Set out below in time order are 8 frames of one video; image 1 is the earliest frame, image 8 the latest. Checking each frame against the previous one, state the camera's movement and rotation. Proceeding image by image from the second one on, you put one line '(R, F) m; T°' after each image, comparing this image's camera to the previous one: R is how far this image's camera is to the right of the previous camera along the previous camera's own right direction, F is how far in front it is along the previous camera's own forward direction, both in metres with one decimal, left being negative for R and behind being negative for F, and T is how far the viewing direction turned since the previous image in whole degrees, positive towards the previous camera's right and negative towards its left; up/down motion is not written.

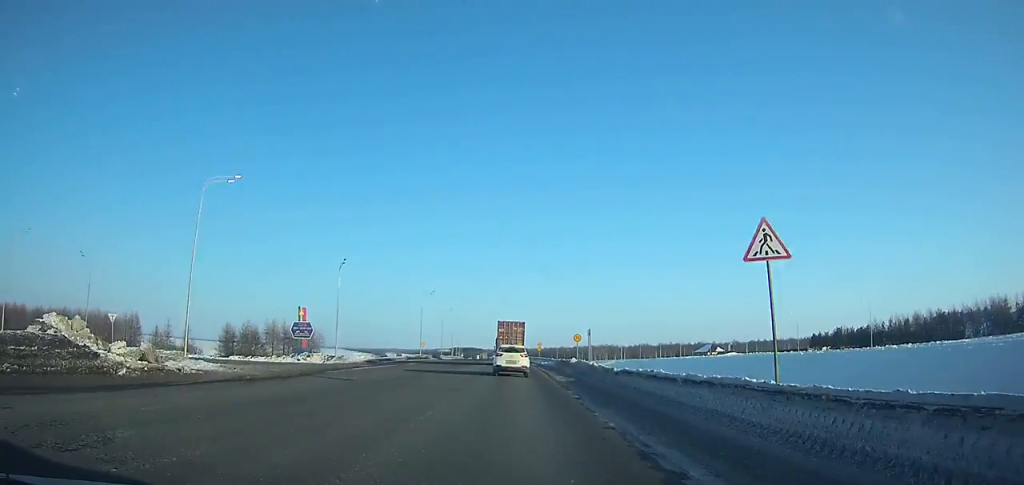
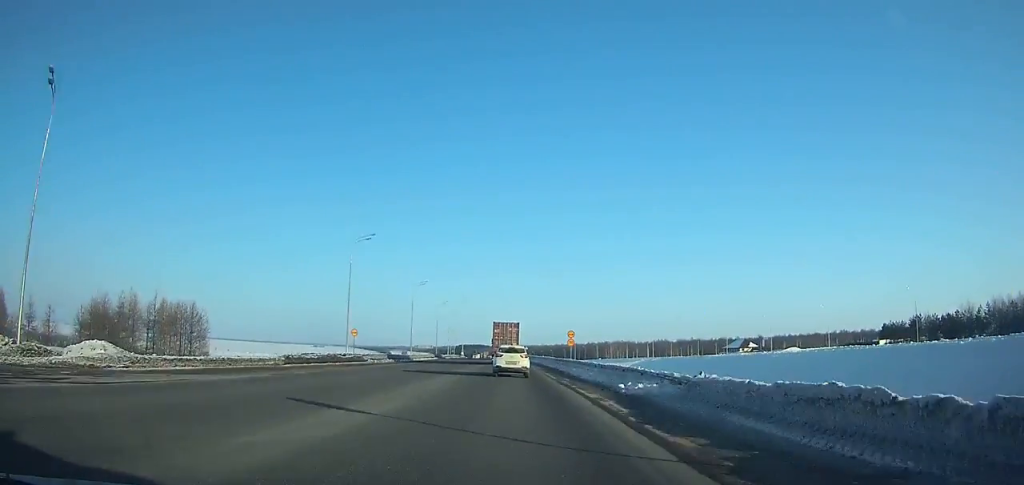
(-0.4, +50.0) m; -1°
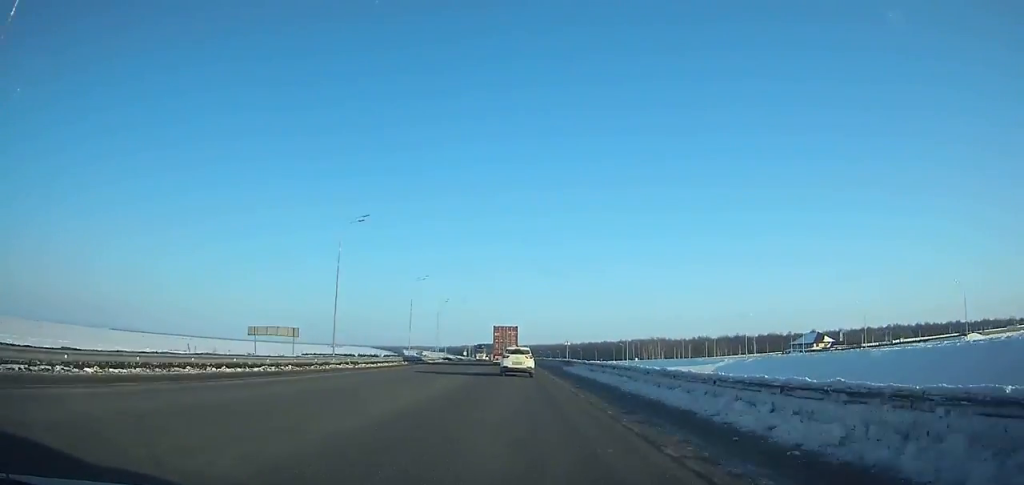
(-1.5, +81.2) m; -2°
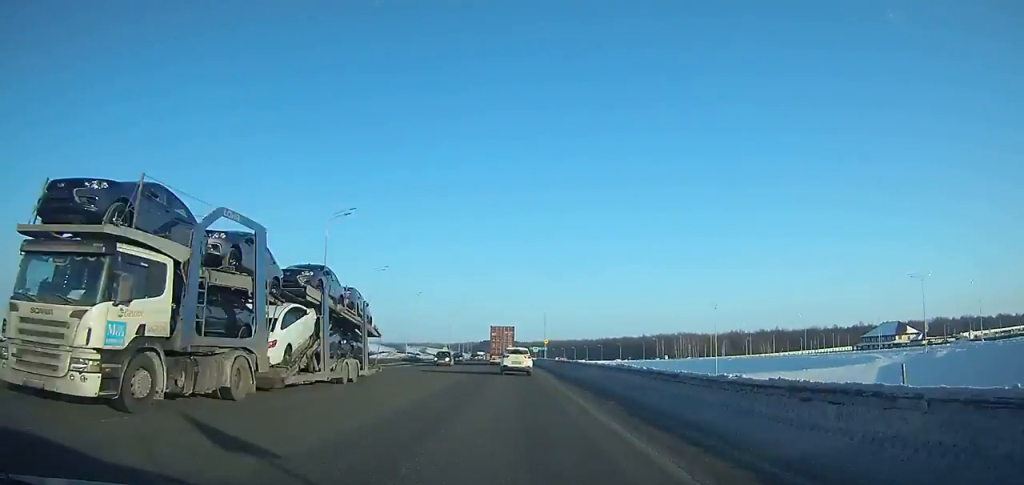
(-0.6, +72.6) m; -1°
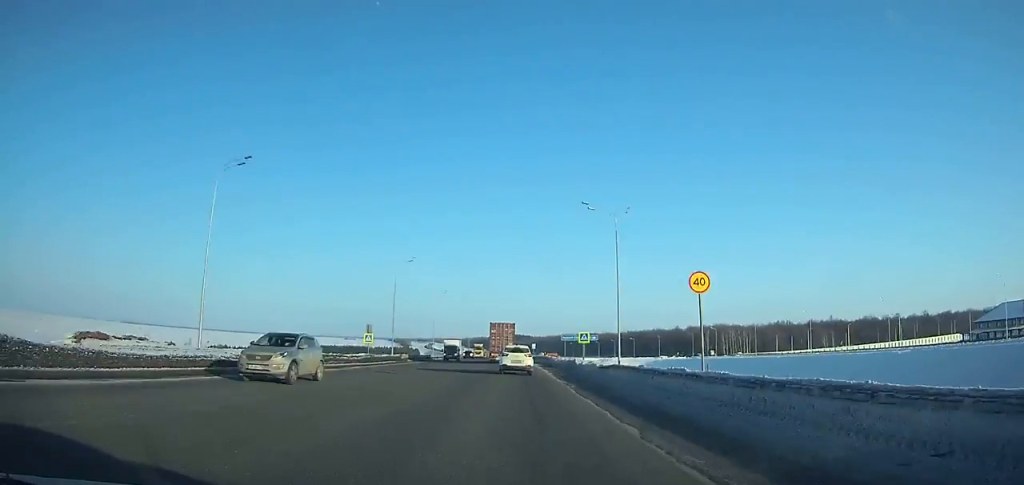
(-0.8, +73.4) m; -1°
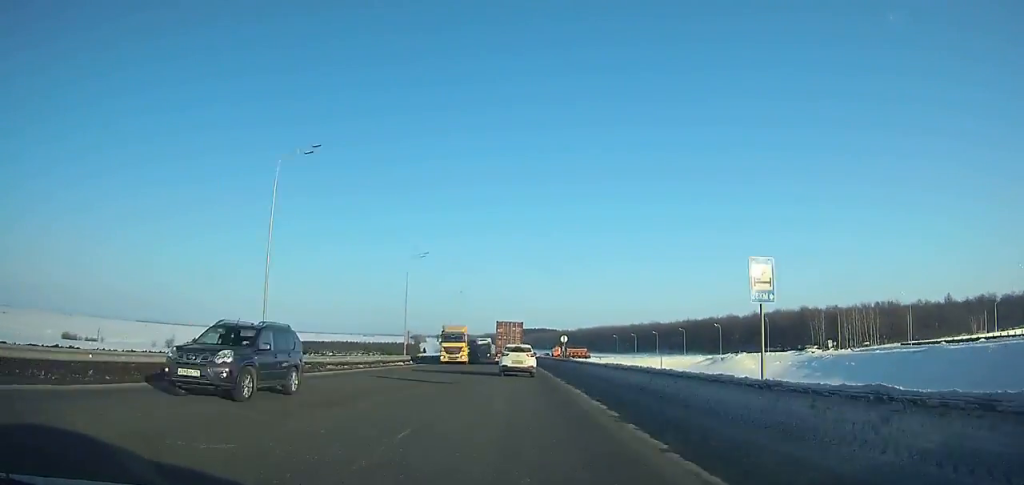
(-1.3, +109.1) m; -2°
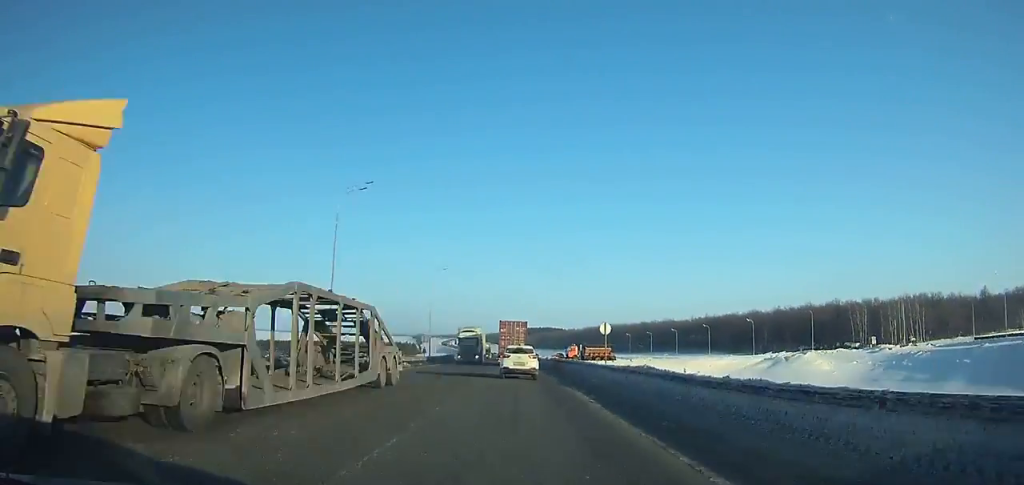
(-0.2, +27.1) m; -1°
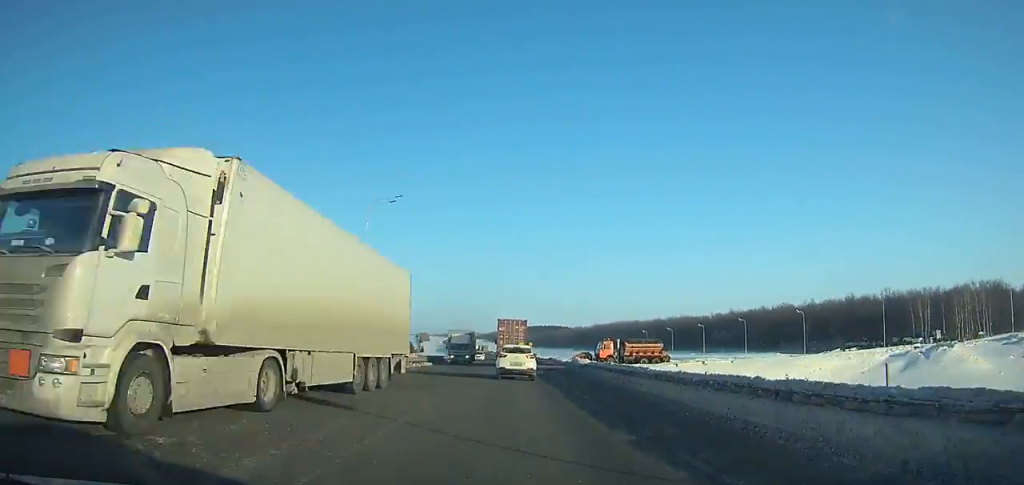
(-0.2, +33.1) m; -1°
